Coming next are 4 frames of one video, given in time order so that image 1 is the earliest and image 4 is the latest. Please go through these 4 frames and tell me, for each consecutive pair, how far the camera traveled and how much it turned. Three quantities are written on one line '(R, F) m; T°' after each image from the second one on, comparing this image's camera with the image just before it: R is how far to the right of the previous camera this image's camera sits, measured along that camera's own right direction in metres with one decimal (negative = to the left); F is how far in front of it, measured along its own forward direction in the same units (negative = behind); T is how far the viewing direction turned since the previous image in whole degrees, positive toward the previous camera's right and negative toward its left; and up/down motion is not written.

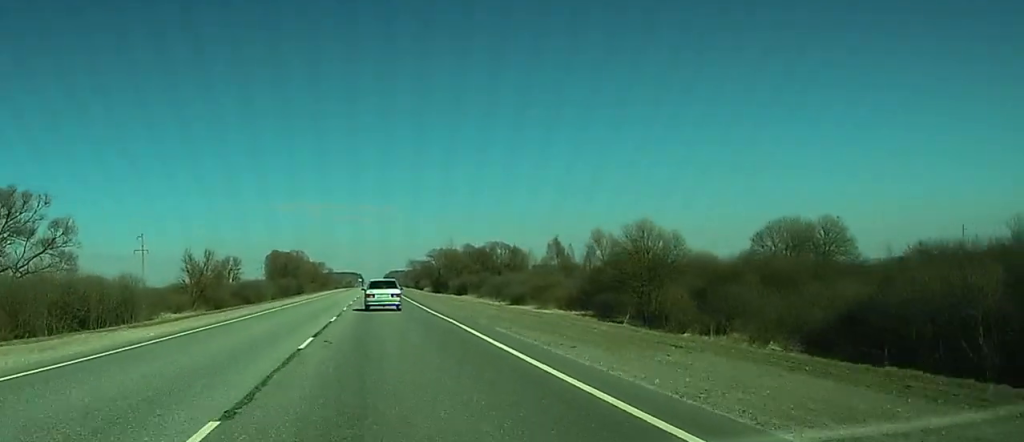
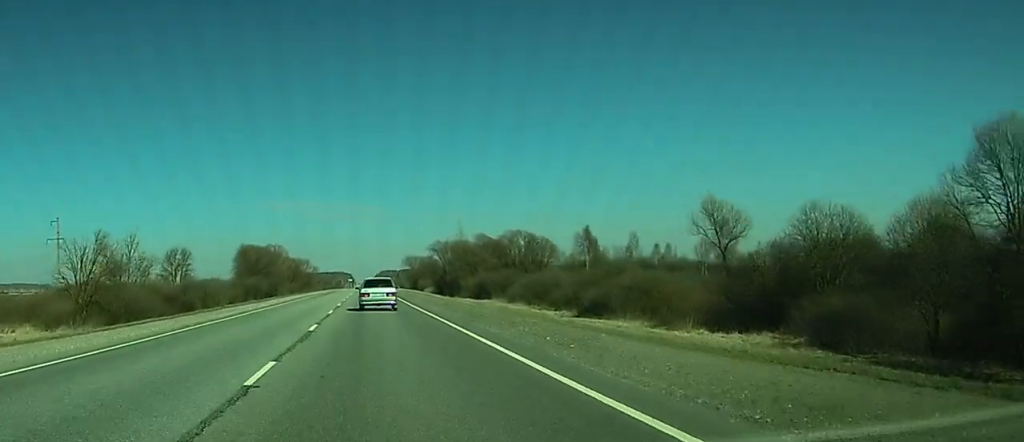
(-4.5, +41.0) m; +1°
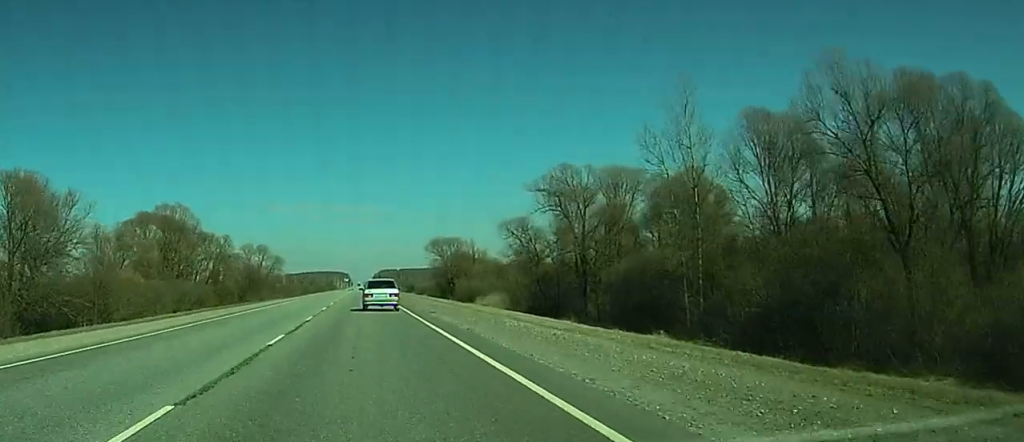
(+6.4, +126.0) m; -6°
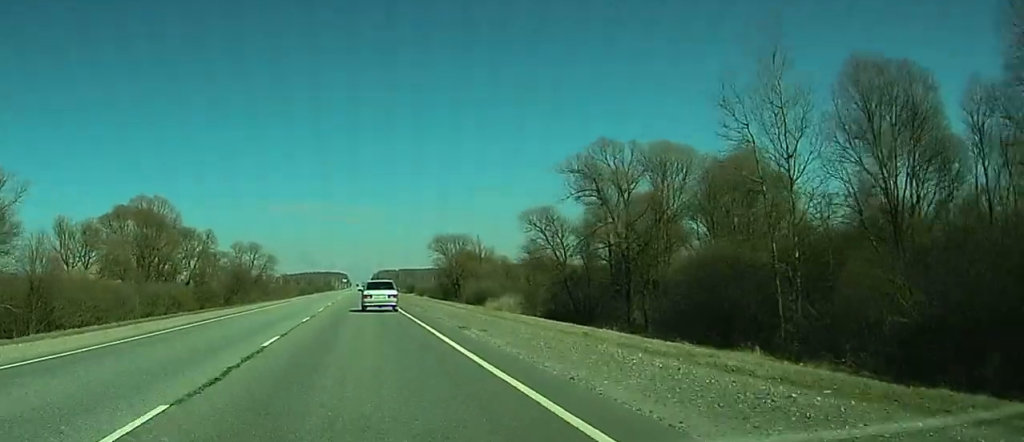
(-0.1, +11.1) m; 0°
